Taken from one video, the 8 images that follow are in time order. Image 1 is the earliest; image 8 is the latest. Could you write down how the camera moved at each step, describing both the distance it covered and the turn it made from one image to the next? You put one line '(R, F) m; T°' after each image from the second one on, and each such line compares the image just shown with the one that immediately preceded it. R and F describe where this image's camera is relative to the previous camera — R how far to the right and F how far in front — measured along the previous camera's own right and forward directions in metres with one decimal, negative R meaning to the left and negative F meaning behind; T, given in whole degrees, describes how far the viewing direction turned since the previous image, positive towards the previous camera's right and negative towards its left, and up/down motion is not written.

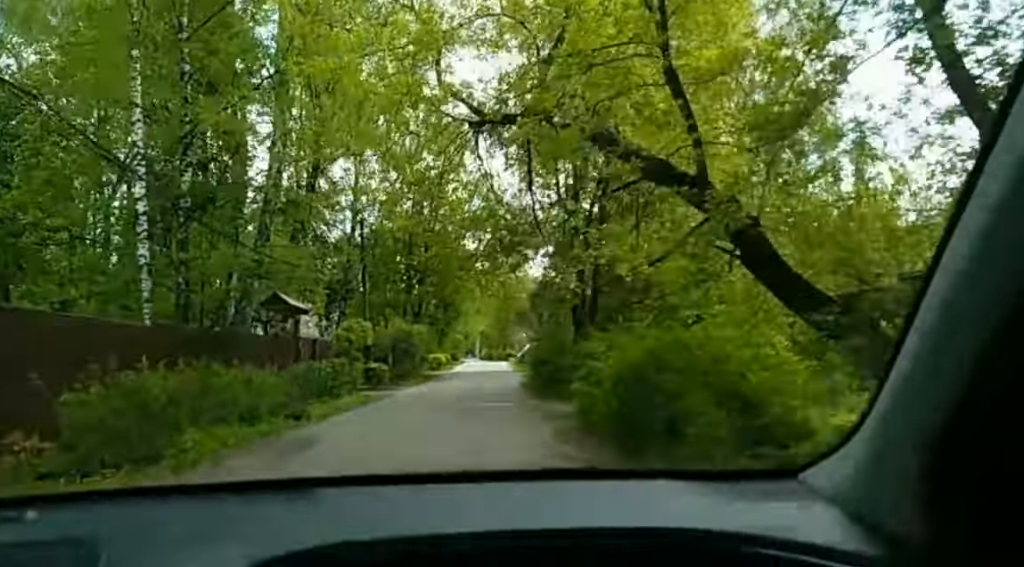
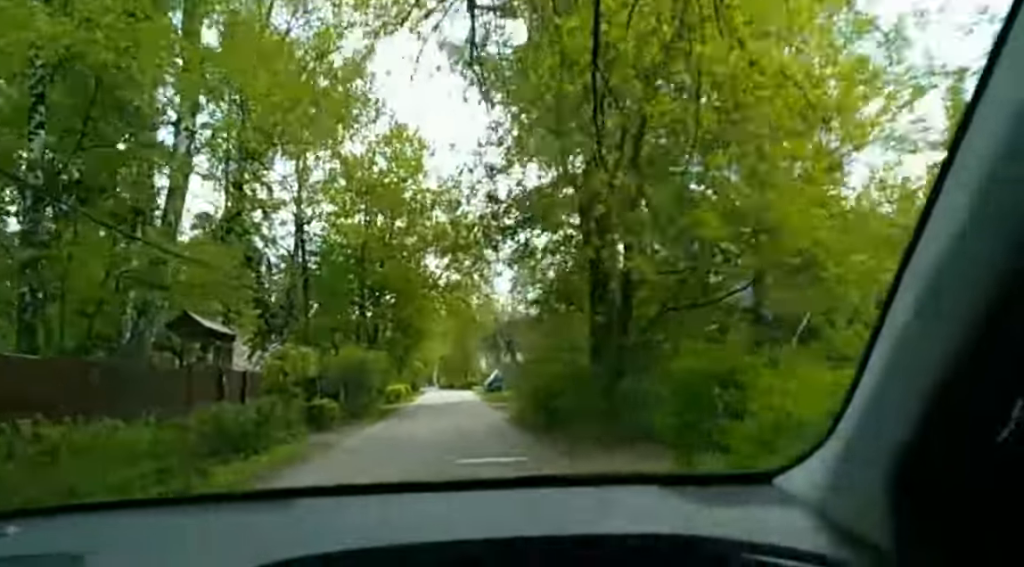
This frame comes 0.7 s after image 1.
(-0.2, +5.8) m; -2°
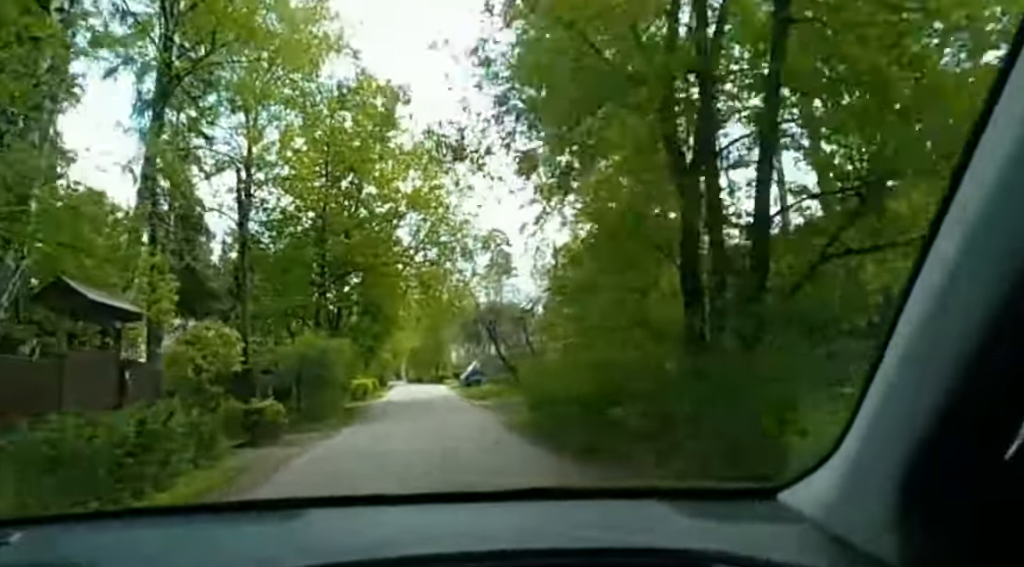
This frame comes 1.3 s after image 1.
(-0.2, +5.4) m; -1°
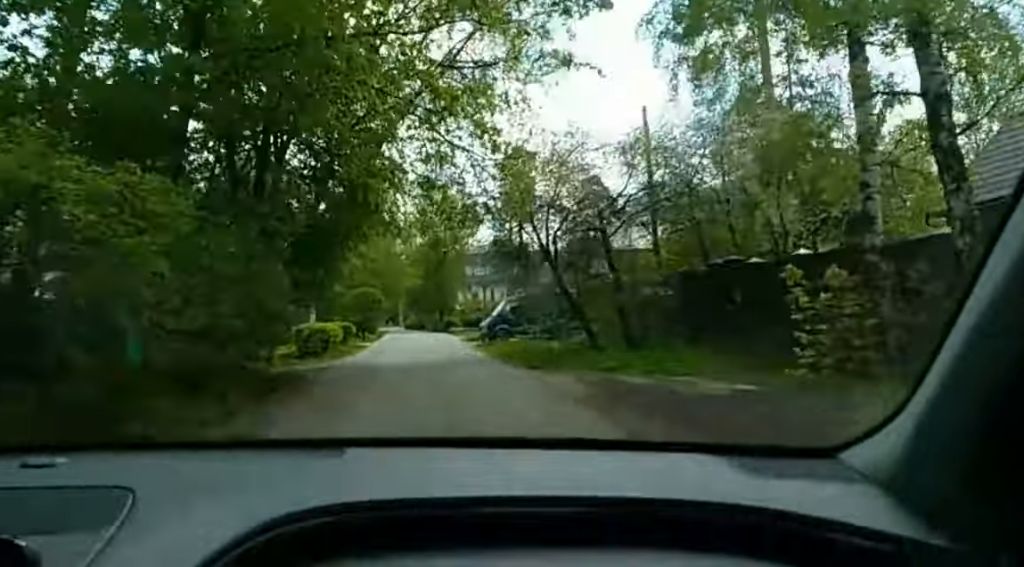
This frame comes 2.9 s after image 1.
(+0.4, +17.3) m; +3°
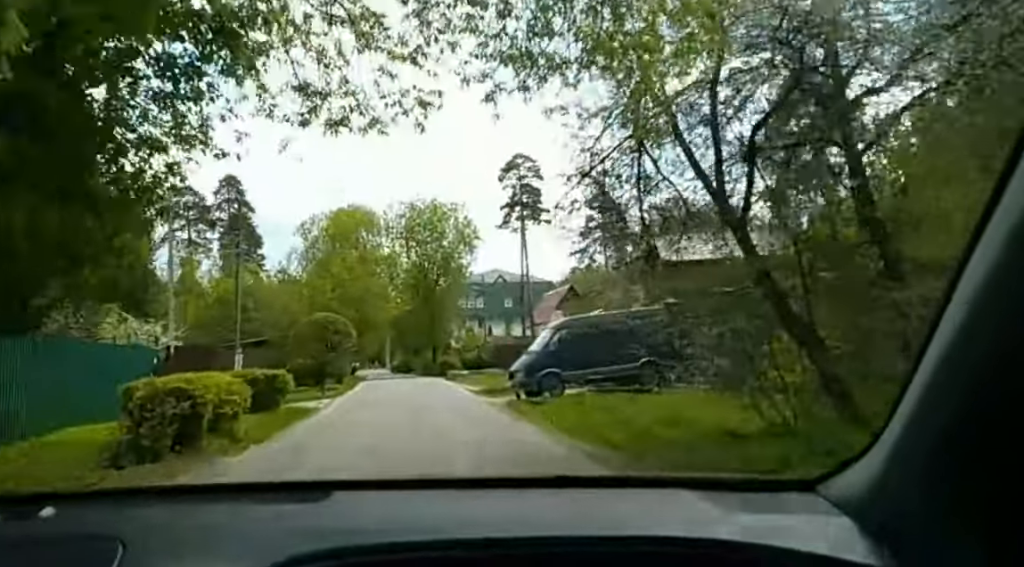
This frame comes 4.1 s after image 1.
(+0.4, +15.4) m; +2°
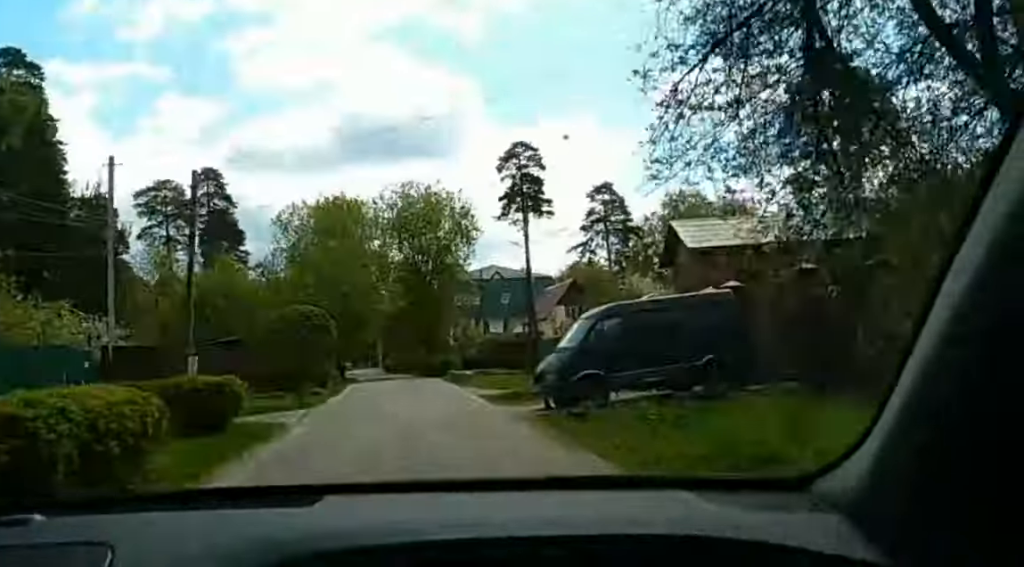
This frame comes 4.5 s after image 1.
(0.0, +5.3) m; 0°
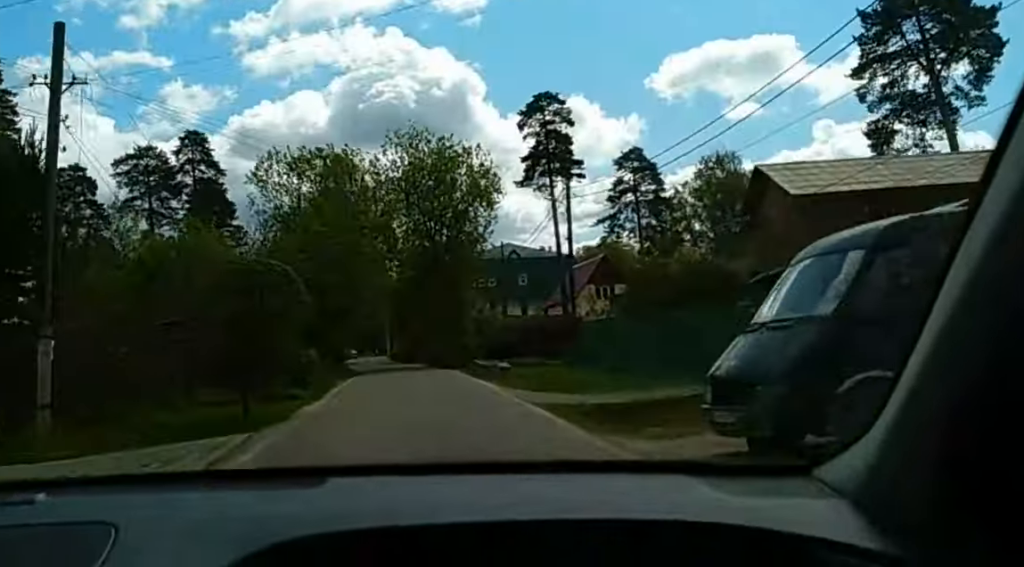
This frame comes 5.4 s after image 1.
(-0.1, +11.6) m; 0°
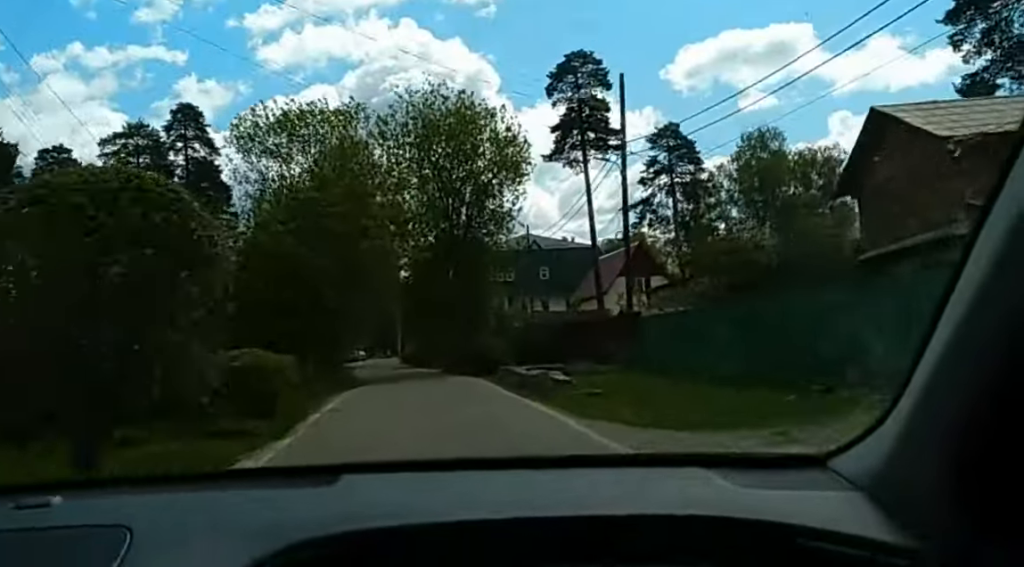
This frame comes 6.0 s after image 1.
(0.0, +9.6) m; 0°
